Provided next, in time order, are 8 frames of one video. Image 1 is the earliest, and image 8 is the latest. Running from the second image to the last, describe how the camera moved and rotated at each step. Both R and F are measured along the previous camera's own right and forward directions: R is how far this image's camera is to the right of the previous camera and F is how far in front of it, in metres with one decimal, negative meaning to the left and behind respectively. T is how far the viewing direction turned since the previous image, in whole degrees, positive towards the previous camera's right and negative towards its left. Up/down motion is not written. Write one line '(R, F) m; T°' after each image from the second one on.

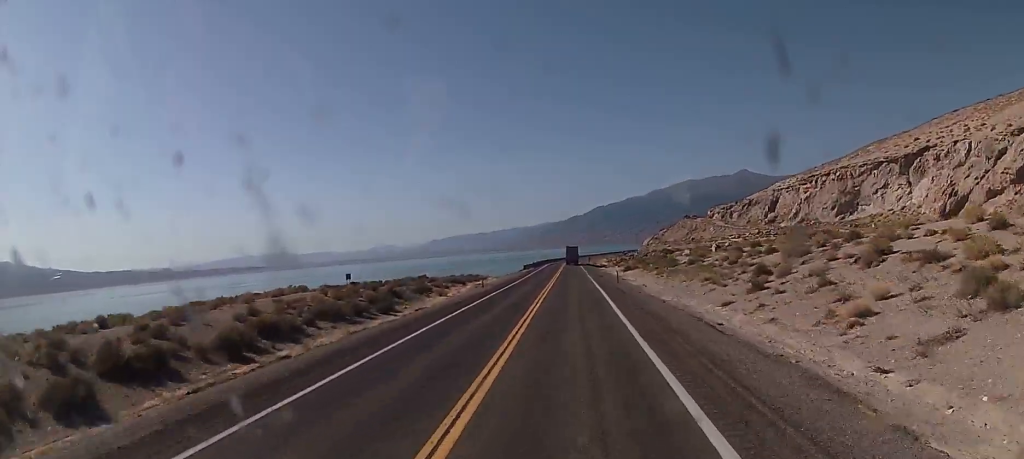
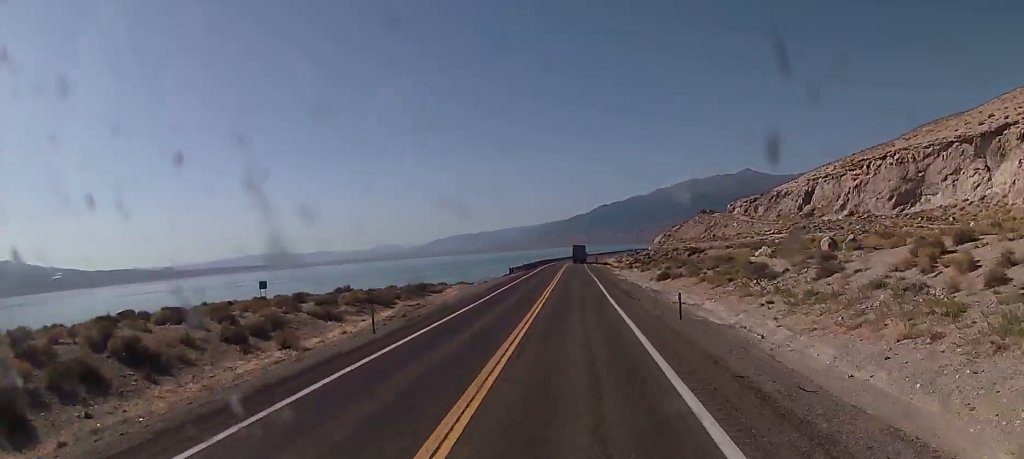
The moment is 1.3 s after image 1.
(0.0, +34.2) m; 0°
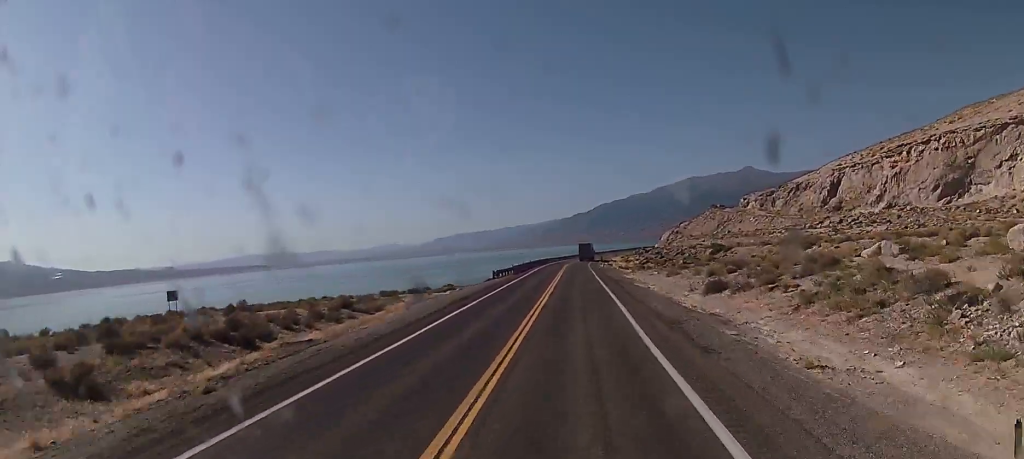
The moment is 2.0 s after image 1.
(0.0, +20.7) m; 0°
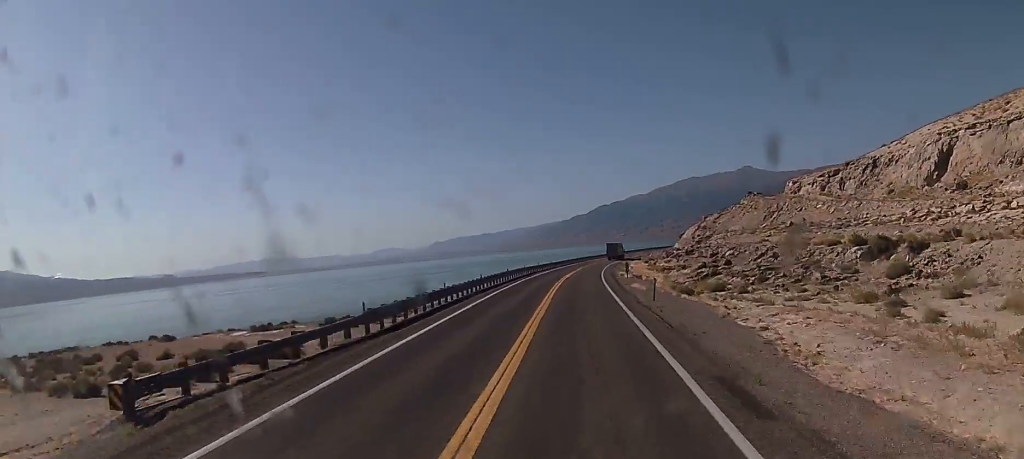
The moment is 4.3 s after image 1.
(0.0, +61.0) m; 0°
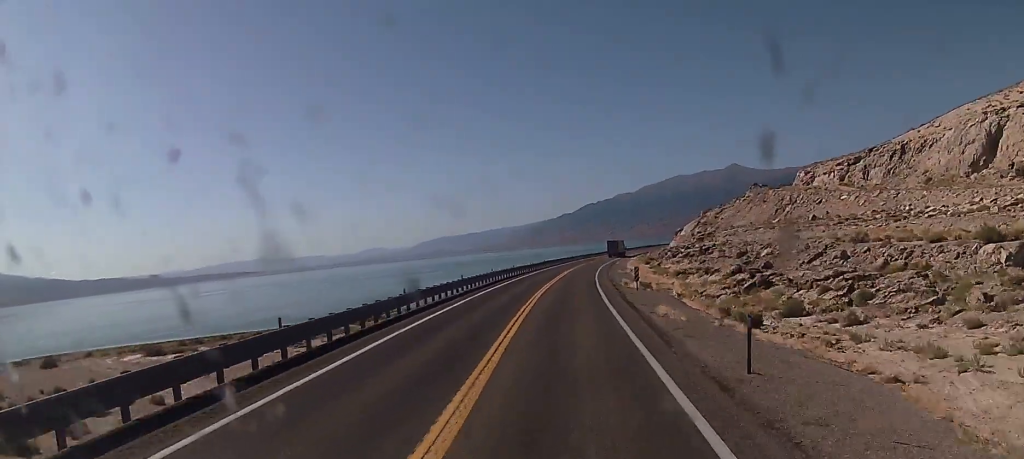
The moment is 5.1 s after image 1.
(+0.1, +21.5) m; 0°
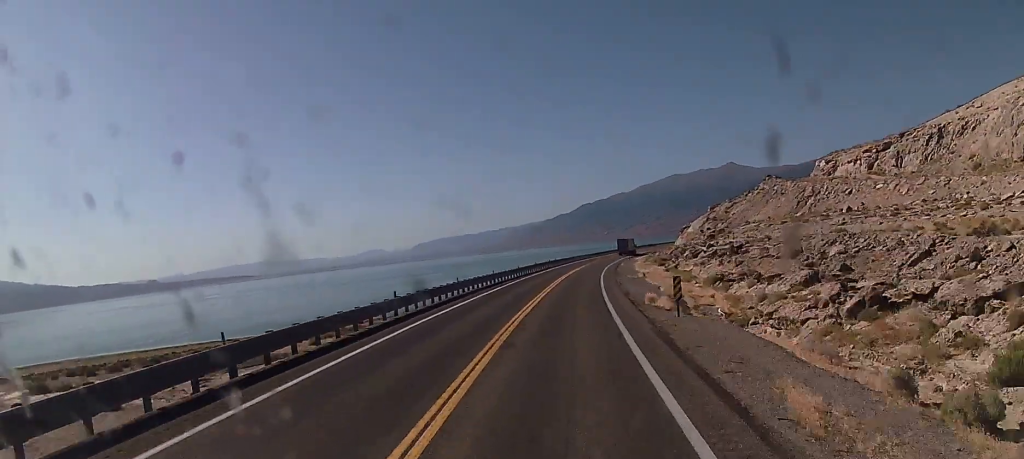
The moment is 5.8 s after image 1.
(+0.1, +17.9) m; 0°
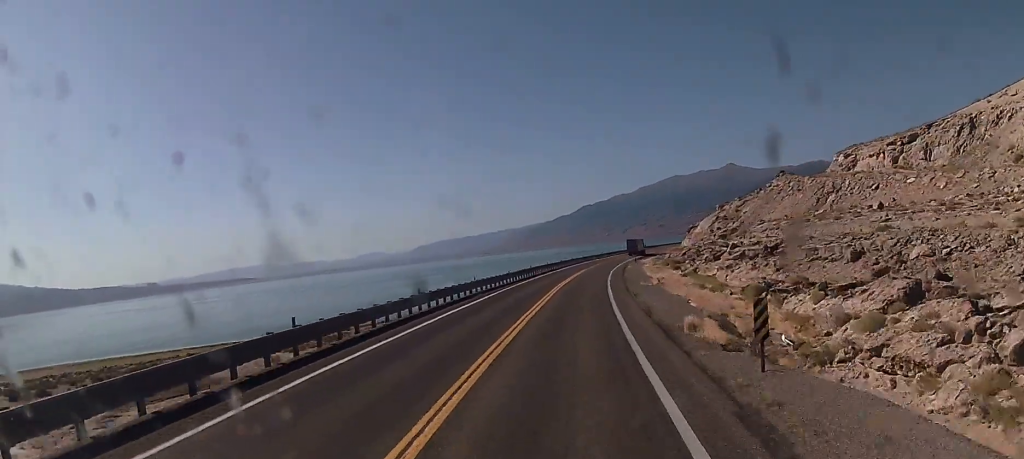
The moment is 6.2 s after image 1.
(0.0, +11.7) m; 0°
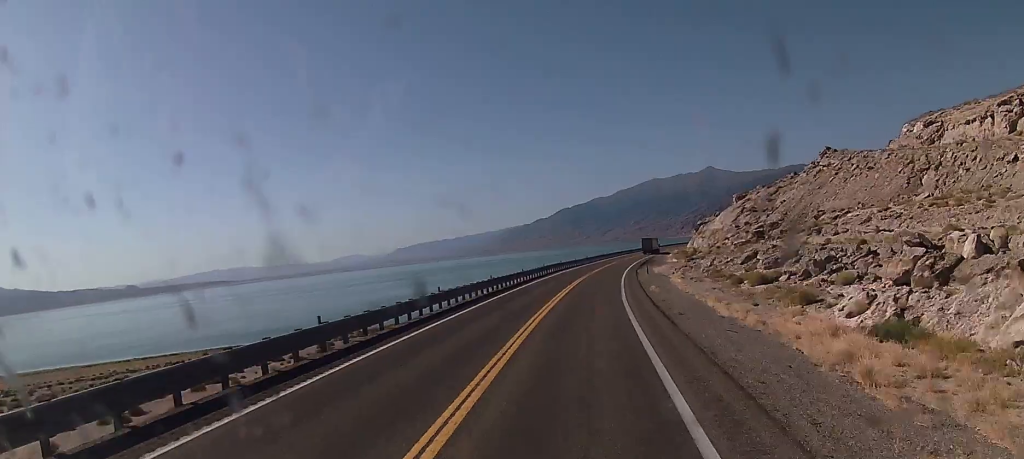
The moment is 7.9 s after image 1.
(+0.9, +44.8) m; +3°
